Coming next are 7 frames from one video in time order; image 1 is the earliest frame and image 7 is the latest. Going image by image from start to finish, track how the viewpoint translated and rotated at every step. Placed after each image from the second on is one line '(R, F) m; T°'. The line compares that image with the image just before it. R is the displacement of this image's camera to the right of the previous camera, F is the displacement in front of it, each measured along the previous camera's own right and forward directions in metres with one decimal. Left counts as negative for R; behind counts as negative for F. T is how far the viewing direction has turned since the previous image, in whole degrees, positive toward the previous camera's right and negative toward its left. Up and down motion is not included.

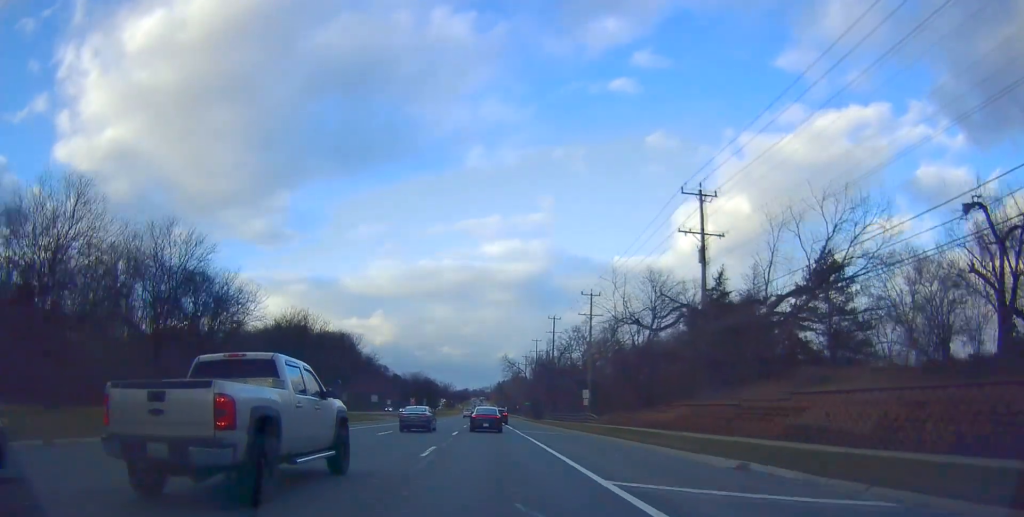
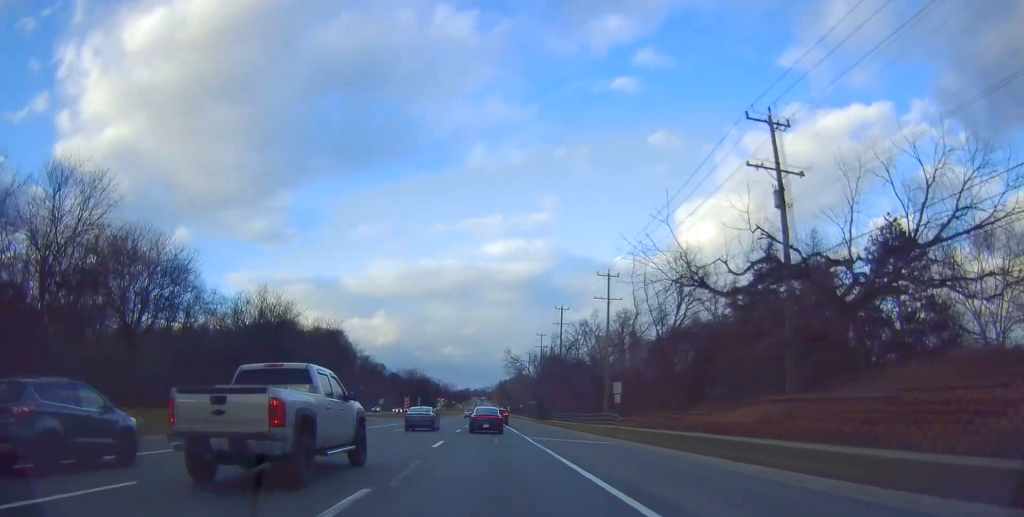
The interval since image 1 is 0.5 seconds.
(+0.4, +11.0) m; 0°
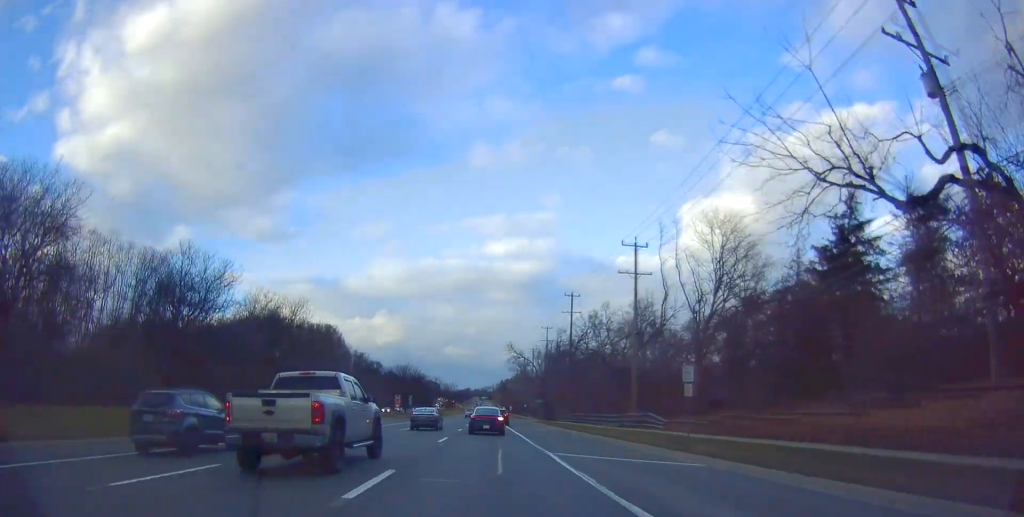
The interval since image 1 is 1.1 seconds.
(-0.4, +12.2) m; 0°
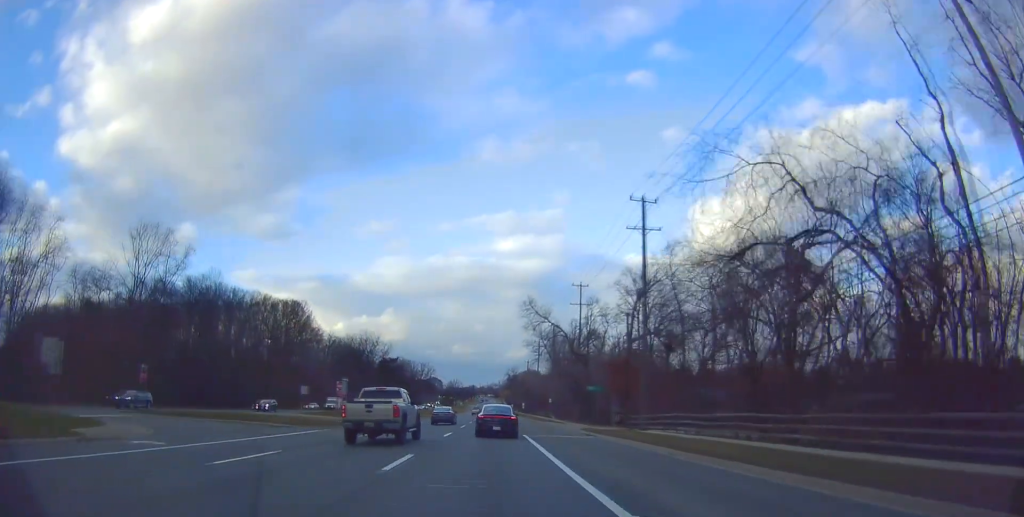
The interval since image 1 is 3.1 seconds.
(+0.3, +42.9) m; -1°
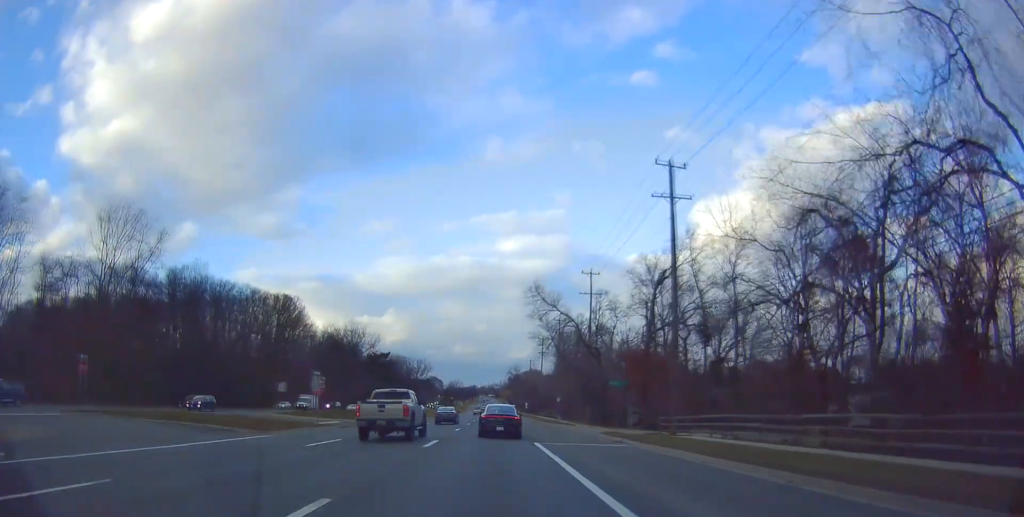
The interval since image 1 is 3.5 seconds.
(0.0, +8.2) m; -1°
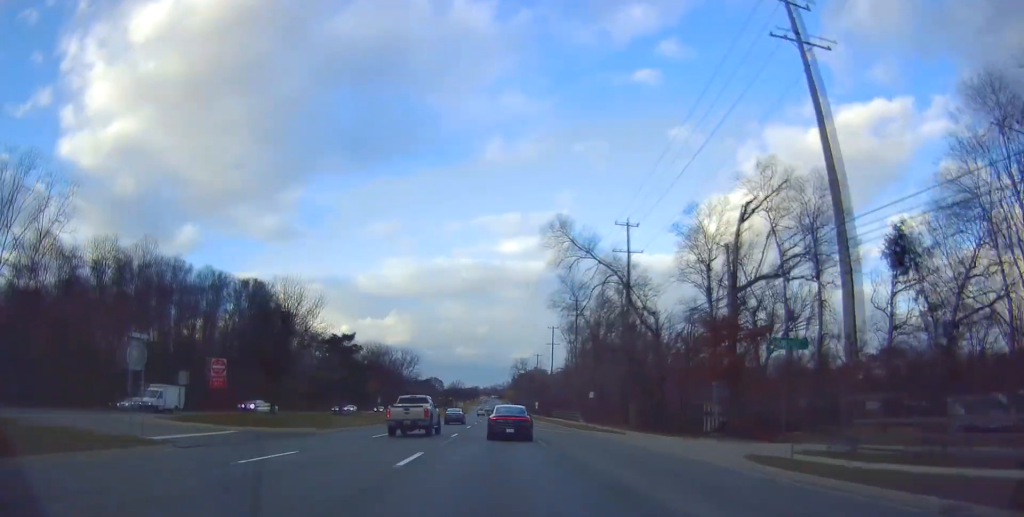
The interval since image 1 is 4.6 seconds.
(-0.3, +21.1) m; +1°
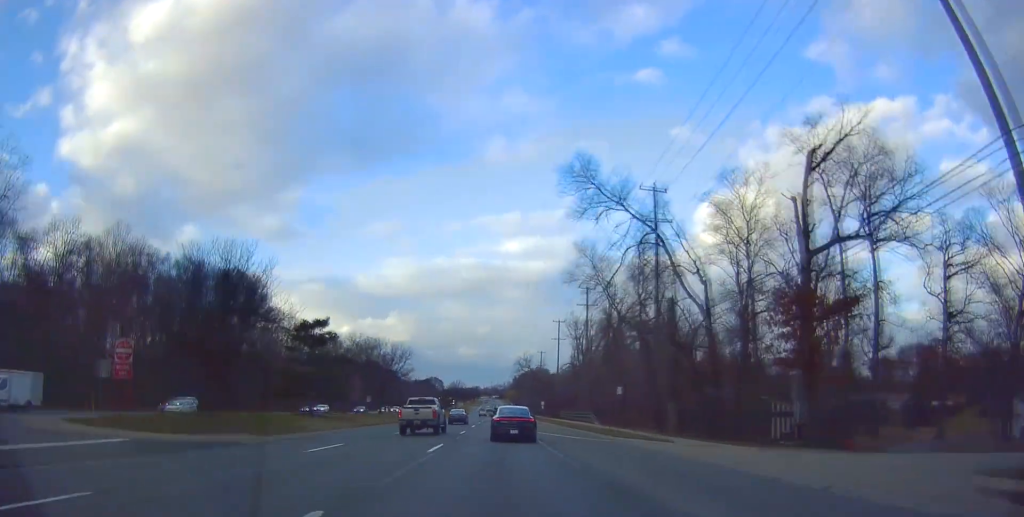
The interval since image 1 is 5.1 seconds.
(+0.4, +10.0) m; 0°
